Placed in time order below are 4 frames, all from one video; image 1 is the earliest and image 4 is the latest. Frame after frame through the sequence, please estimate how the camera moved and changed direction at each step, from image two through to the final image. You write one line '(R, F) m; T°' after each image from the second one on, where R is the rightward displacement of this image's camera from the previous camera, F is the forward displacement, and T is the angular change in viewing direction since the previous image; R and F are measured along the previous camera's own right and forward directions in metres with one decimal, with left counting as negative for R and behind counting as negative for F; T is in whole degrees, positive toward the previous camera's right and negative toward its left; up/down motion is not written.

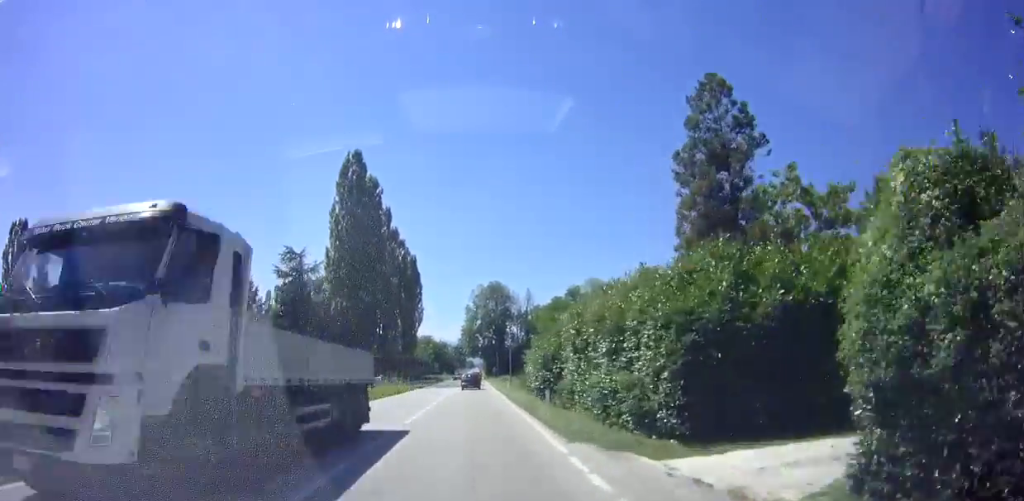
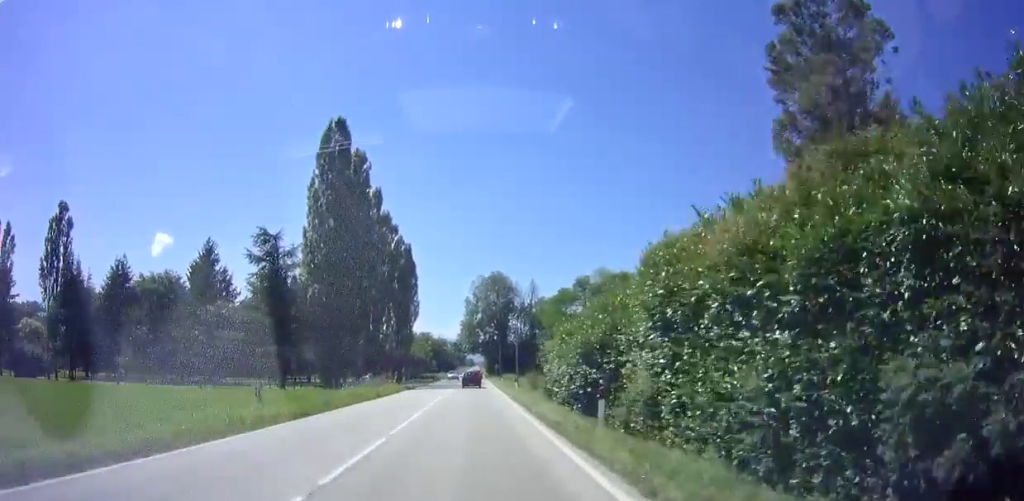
(+0.2, +8.3) m; 0°
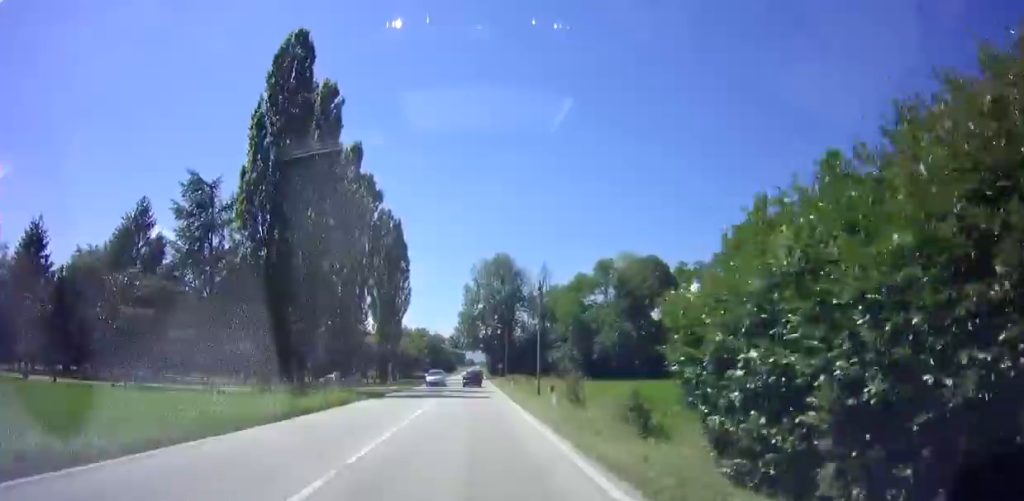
(-0.4, +15.5) m; 0°
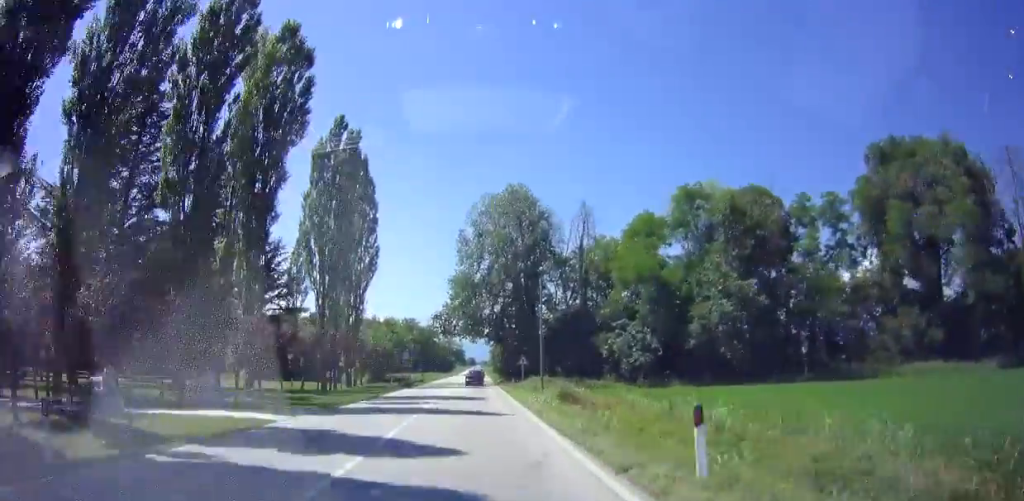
(0.0, +32.5) m; 0°
